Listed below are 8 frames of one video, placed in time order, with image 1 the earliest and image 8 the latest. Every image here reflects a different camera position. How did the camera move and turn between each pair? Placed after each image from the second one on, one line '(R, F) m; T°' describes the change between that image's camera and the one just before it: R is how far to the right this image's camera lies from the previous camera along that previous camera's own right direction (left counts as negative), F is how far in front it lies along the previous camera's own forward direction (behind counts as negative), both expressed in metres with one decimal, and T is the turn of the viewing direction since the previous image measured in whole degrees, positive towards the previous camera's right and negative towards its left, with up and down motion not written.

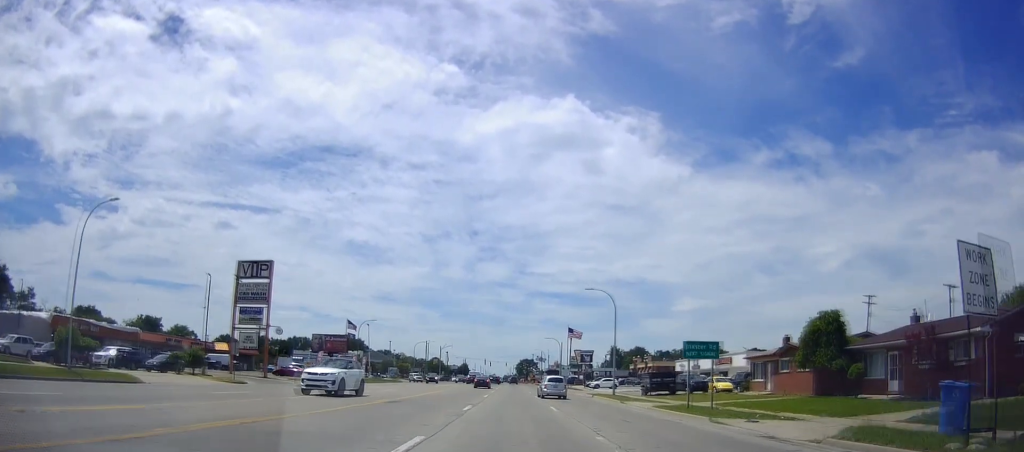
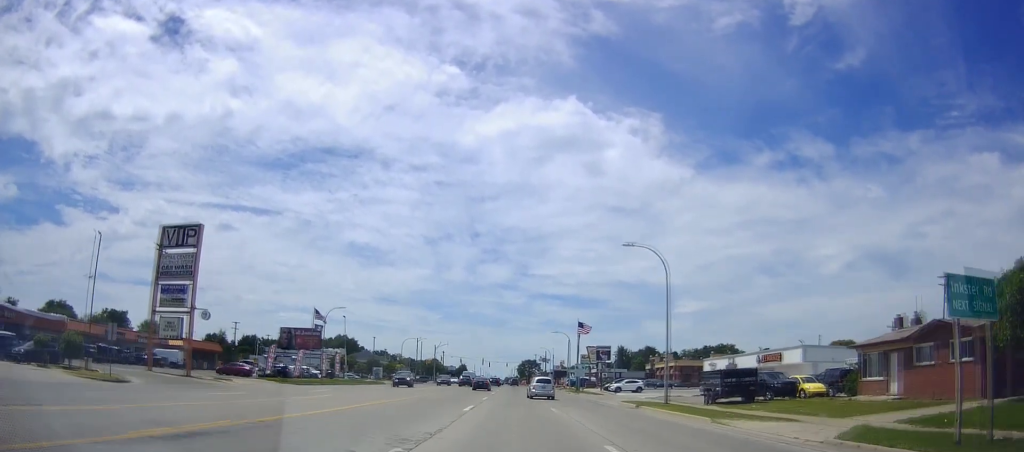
(0.0, +16.6) m; 0°
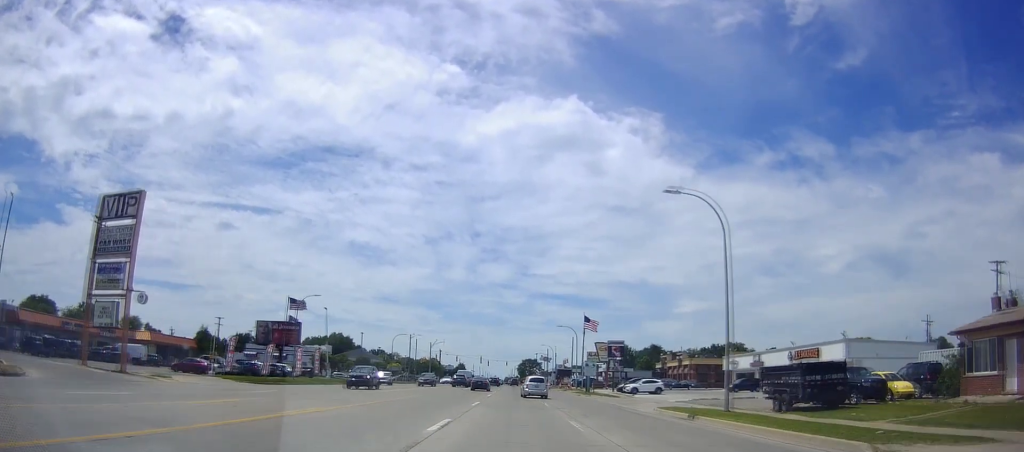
(0.0, +9.5) m; 0°
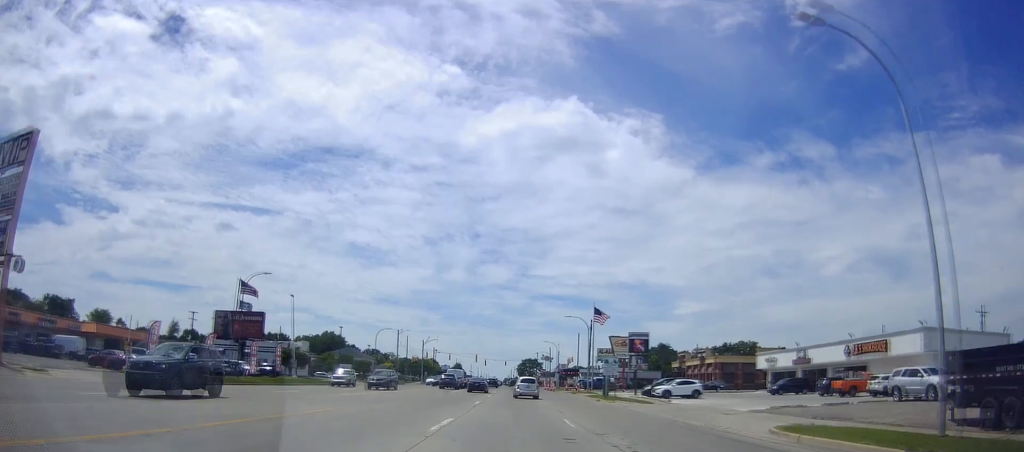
(0.0, +13.1) m; 0°
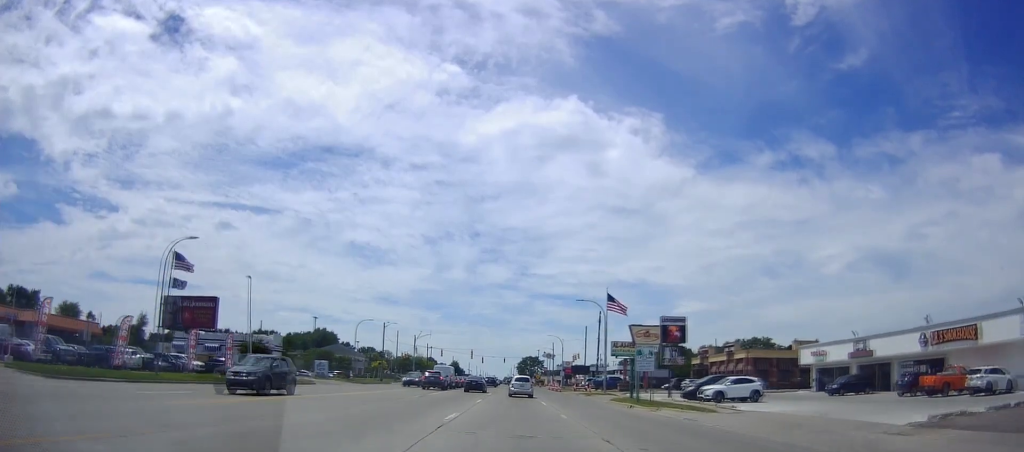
(0.0, +12.6) m; 0°
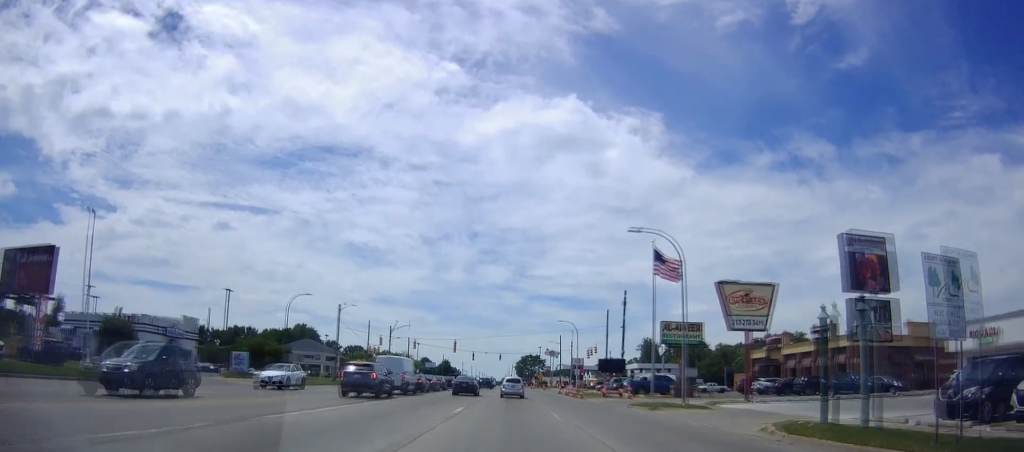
(0.0, +26.2) m; -2°
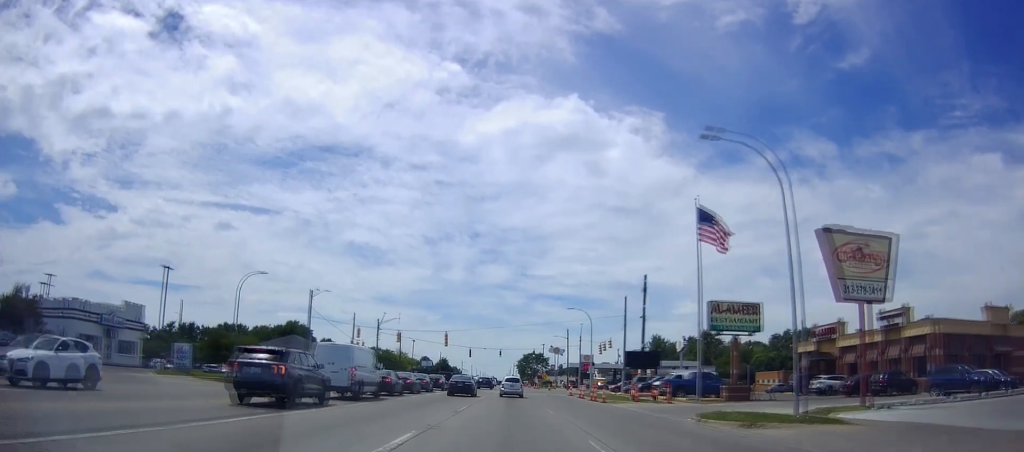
(-0.3, +11.7) m; -1°
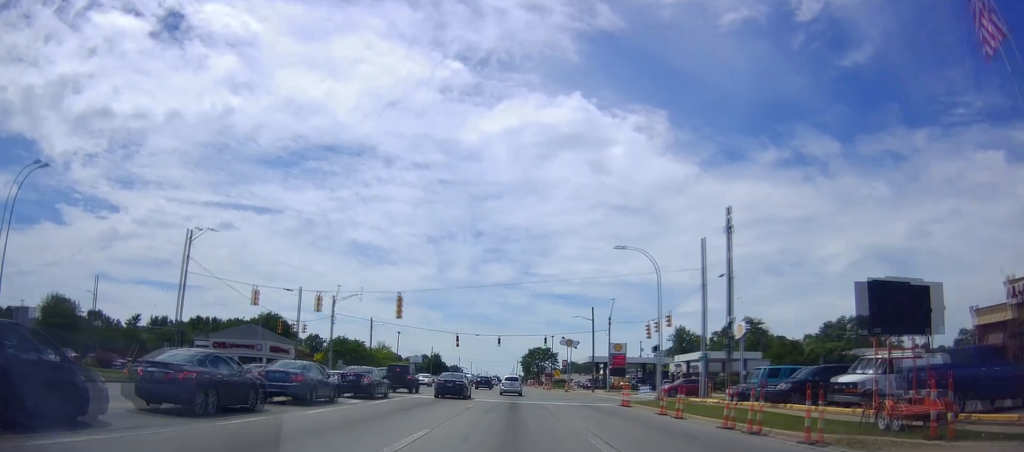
(-0.4, +28.0) m; -1°
